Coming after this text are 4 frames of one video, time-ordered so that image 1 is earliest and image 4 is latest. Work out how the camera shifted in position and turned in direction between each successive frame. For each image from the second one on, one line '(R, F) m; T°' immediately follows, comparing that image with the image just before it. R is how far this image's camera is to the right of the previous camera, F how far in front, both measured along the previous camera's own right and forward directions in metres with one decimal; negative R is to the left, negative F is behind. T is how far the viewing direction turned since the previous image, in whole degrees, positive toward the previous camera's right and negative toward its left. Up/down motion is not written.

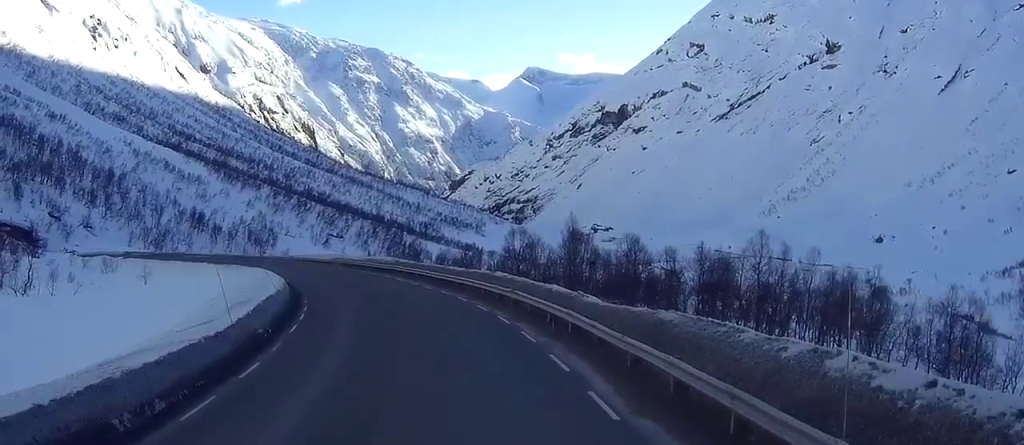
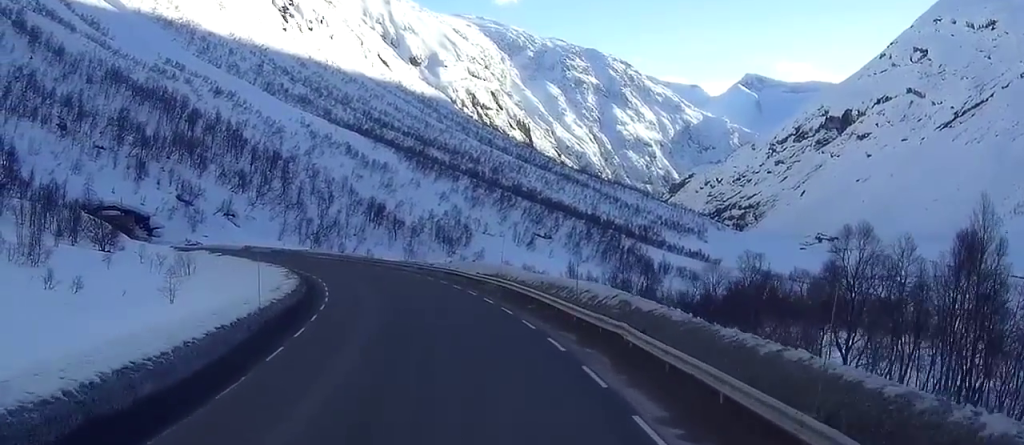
(-2.7, +56.2) m; -8°
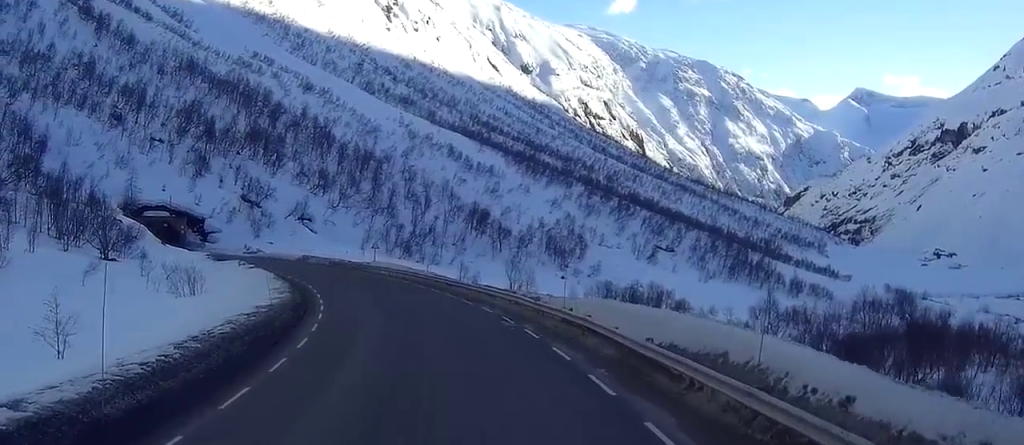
(-2.2, +35.6) m; -5°
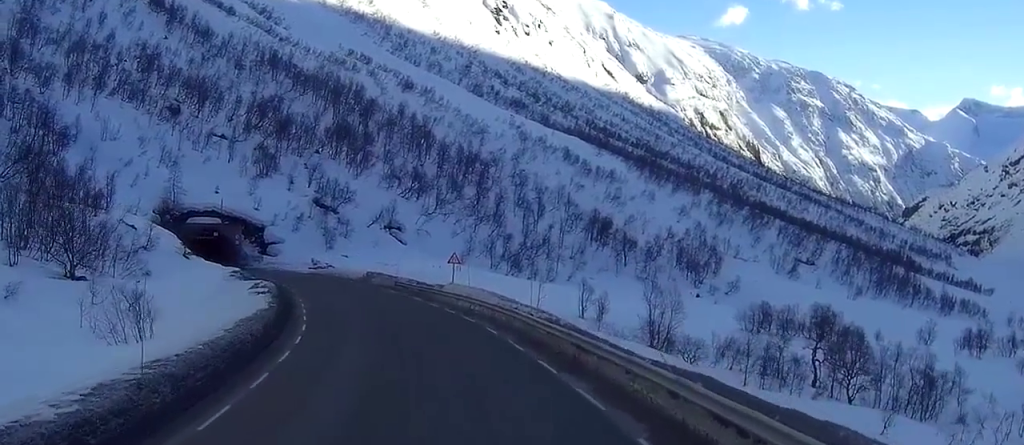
(-2.2, +35.3) m; -9°
